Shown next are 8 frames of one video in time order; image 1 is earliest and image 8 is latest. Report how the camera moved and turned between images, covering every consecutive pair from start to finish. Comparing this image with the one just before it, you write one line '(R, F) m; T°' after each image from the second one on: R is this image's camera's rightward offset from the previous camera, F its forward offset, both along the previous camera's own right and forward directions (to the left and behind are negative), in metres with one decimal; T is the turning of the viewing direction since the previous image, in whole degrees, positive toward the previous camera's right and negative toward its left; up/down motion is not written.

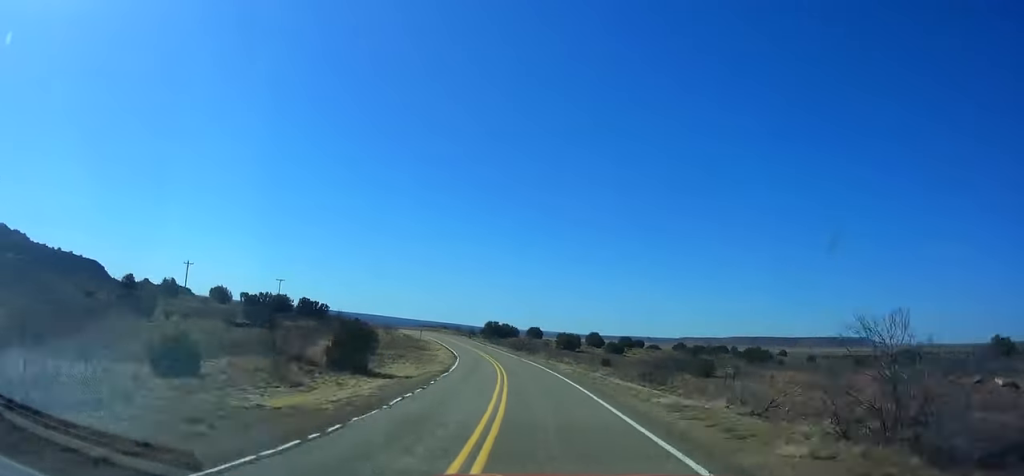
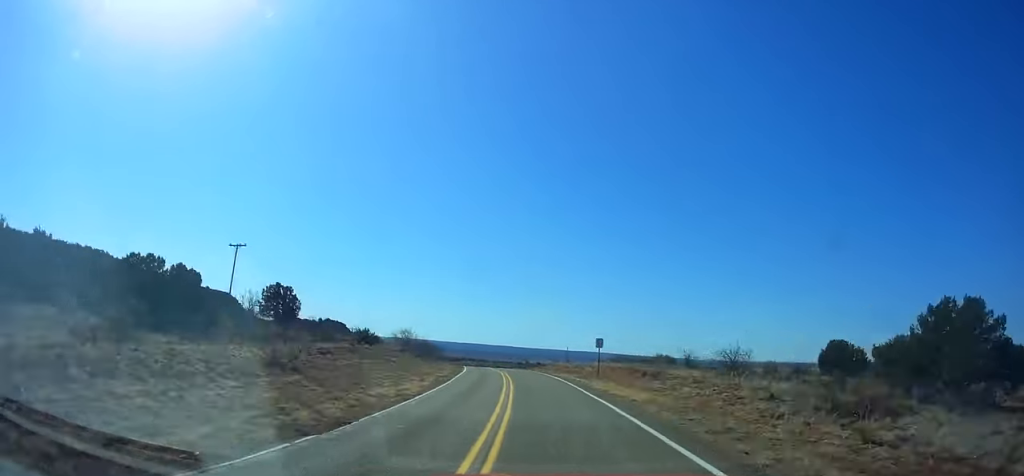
(-26.1, +128.4) m; -20°
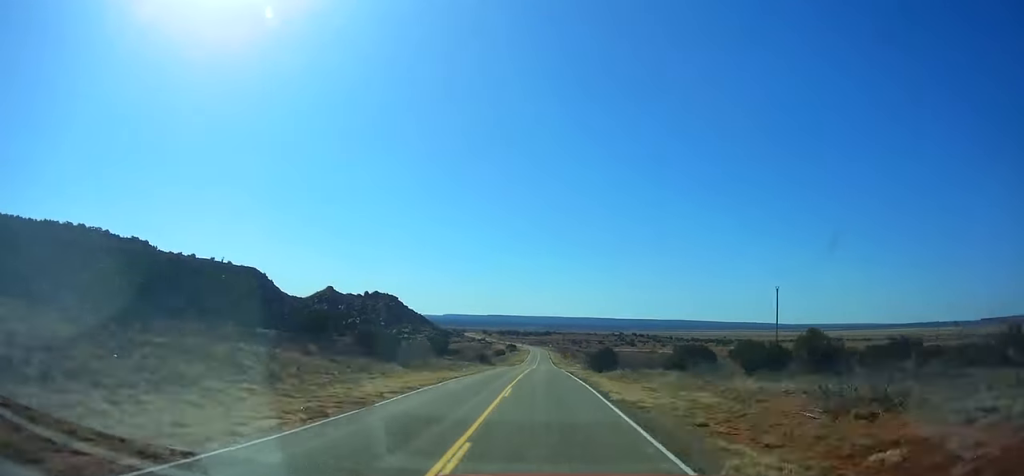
(-13.7, +109.3) m; -10°
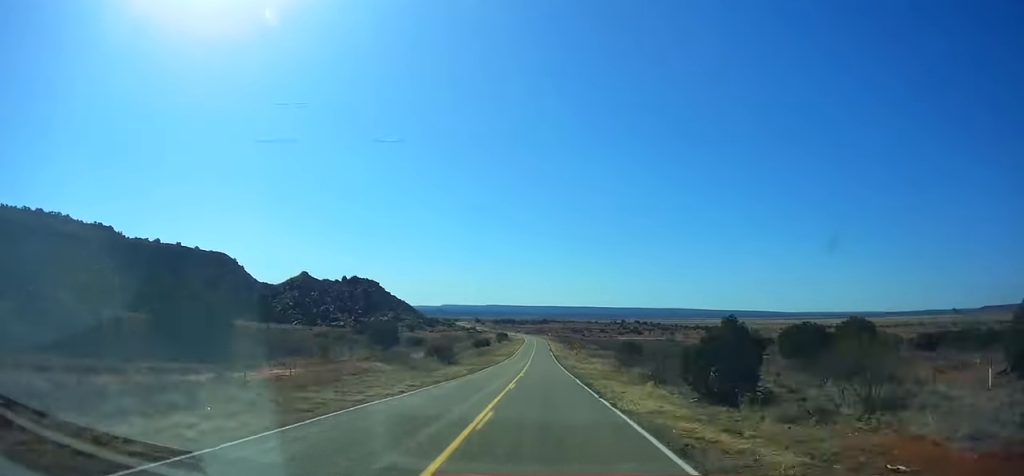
(-1.3, +45.1) m; -2°
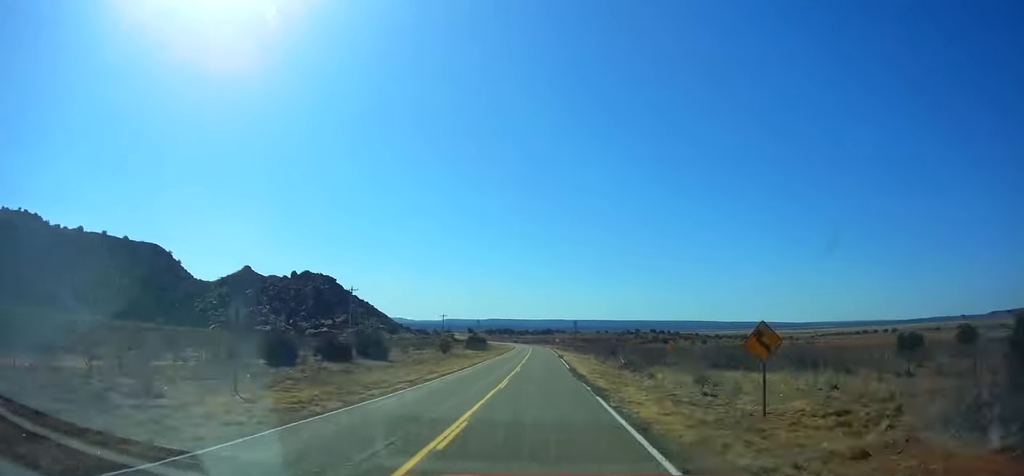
(-0.6, +88.0) m; -1°
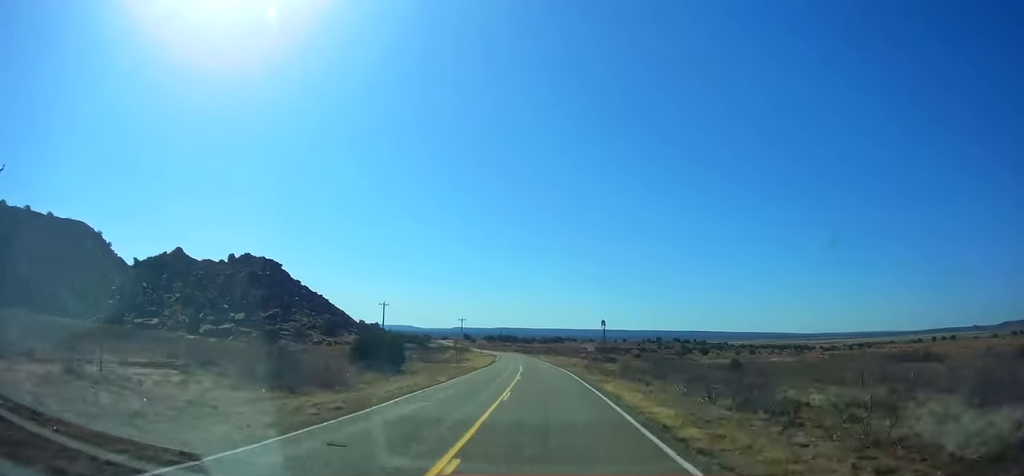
(-0.2, +76.4) m; -1°
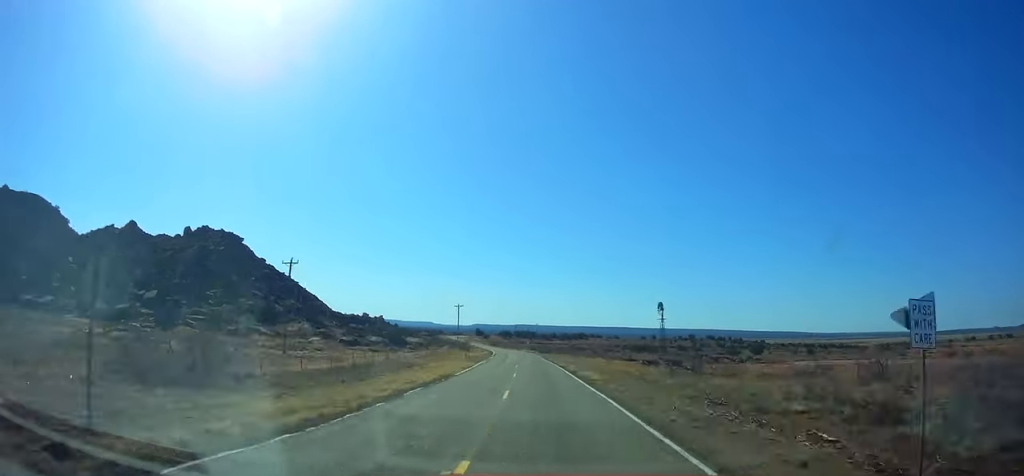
(-0.8, +48.9) m; -2°
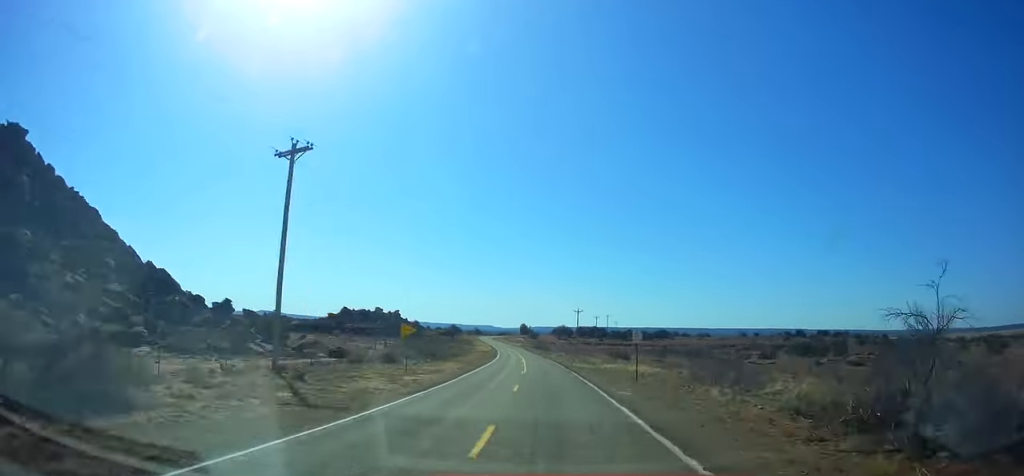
(-4.3, +118.8) m; -5°
